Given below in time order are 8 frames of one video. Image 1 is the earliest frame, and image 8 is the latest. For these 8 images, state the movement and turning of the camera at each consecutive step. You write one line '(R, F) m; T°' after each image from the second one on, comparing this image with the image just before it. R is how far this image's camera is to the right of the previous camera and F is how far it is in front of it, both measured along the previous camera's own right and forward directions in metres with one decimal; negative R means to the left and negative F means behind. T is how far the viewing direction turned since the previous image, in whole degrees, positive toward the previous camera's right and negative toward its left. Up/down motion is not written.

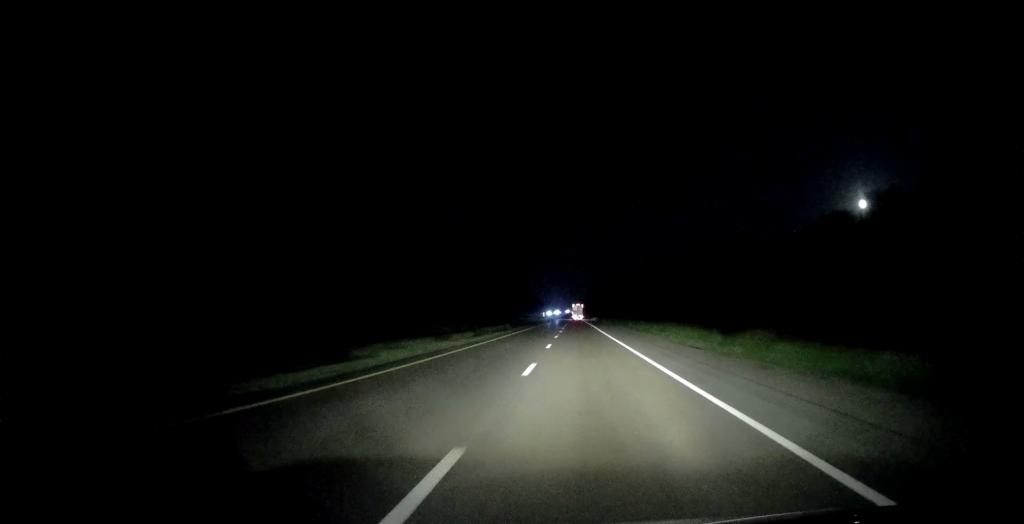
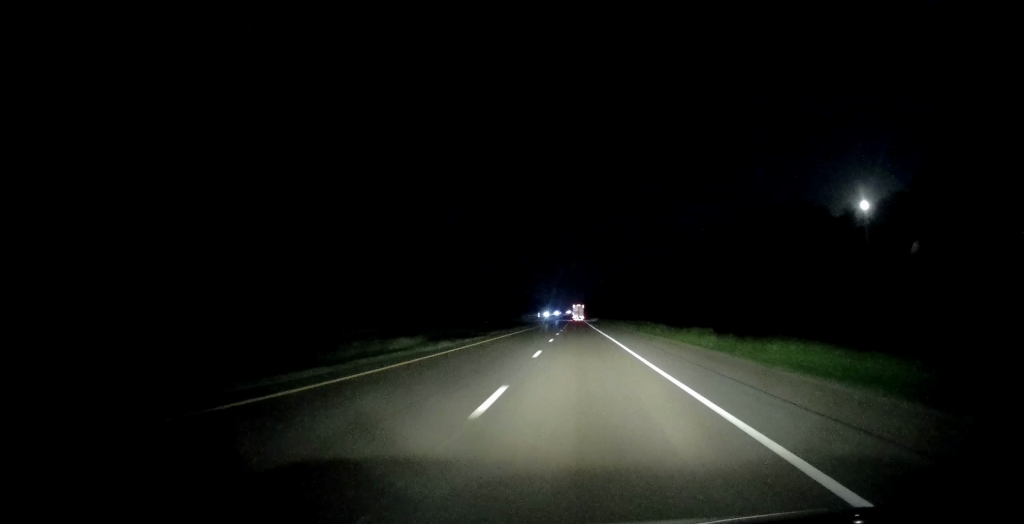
(0.0, +42.3) m; +1°
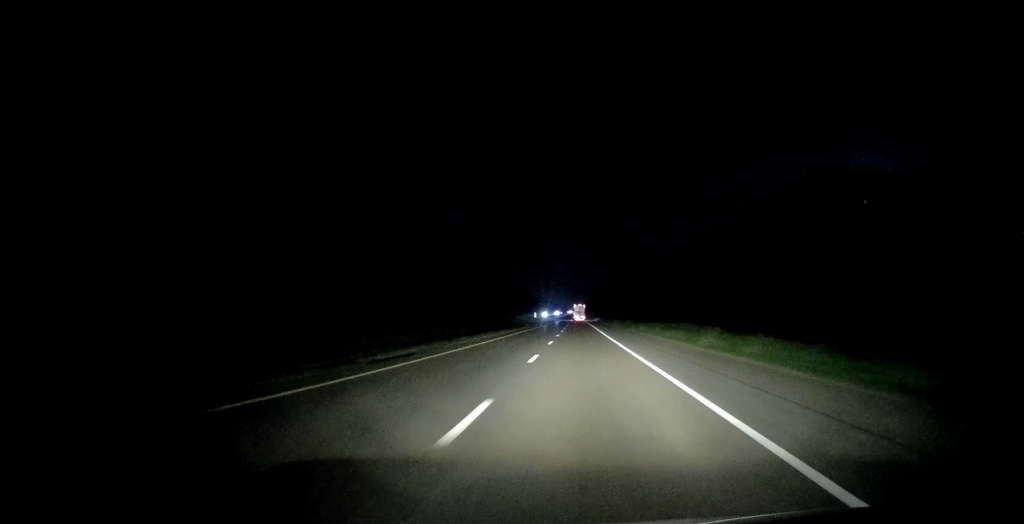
(+0.2, +27.4) m; 0°
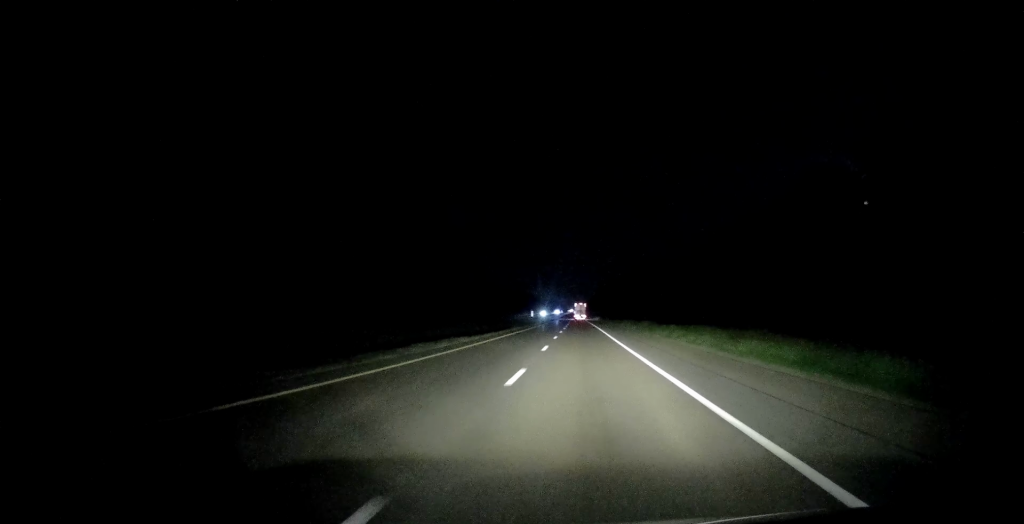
(+0.1, +18.2) m; 0°
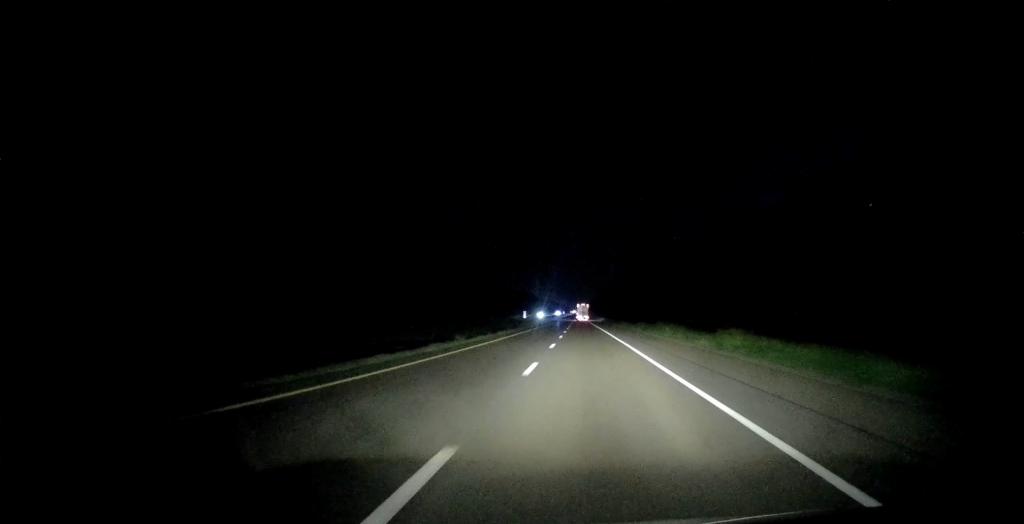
(-0.3, +34.0) m; 0°
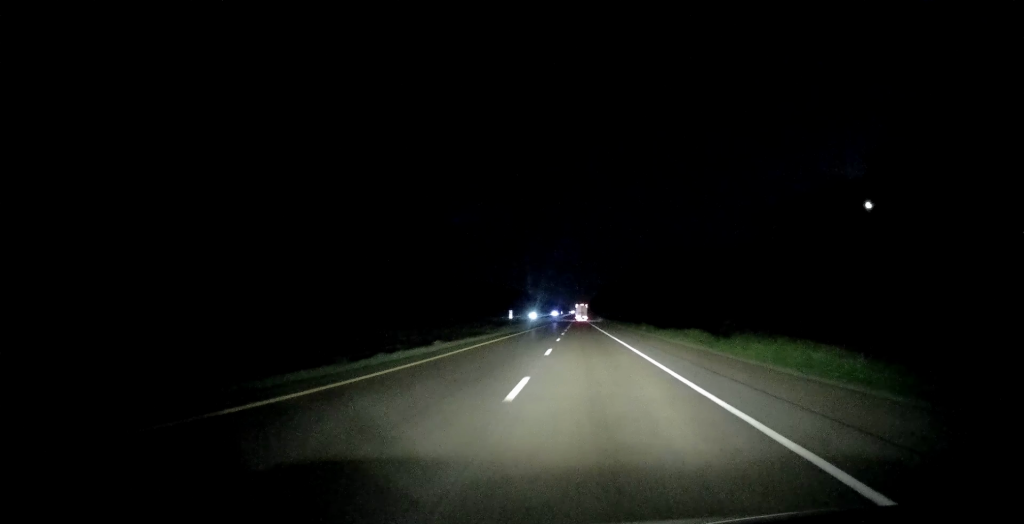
(+0.2, +28.5) m; 0°
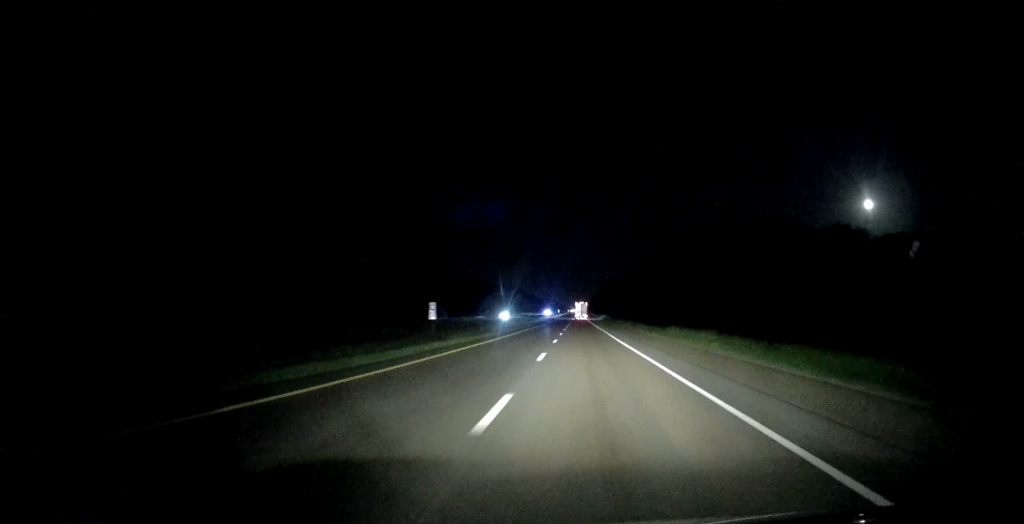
(-0.8, +63.9) m; -1°
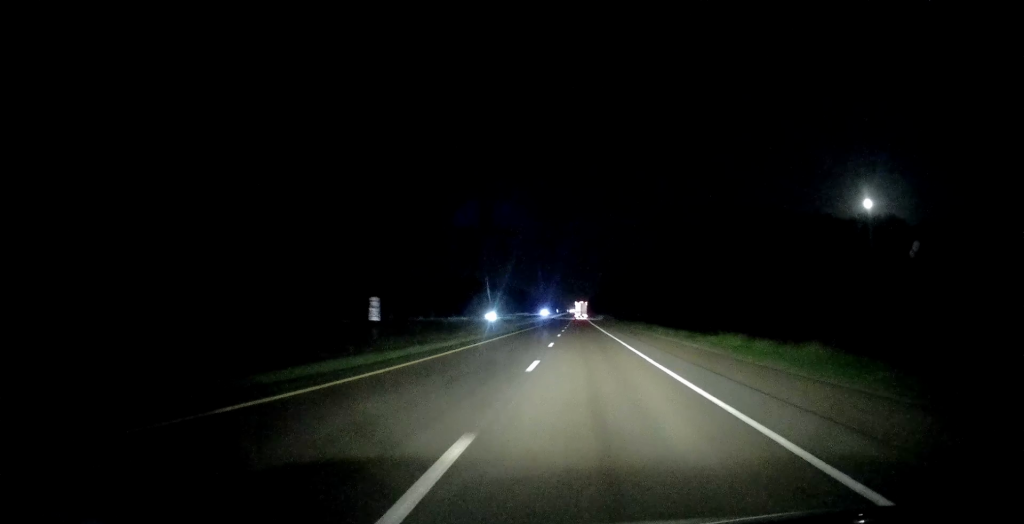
(-0.1, +16.0) m; 0°
